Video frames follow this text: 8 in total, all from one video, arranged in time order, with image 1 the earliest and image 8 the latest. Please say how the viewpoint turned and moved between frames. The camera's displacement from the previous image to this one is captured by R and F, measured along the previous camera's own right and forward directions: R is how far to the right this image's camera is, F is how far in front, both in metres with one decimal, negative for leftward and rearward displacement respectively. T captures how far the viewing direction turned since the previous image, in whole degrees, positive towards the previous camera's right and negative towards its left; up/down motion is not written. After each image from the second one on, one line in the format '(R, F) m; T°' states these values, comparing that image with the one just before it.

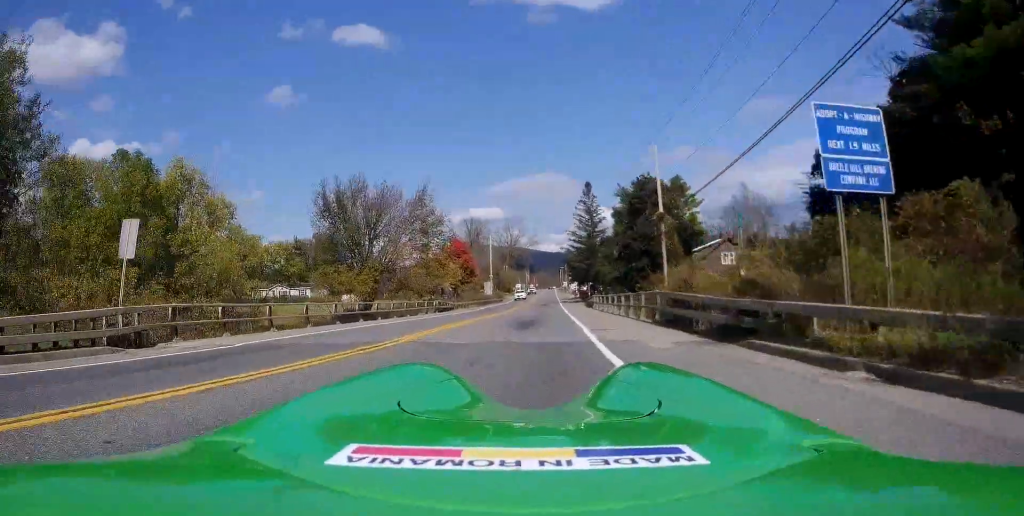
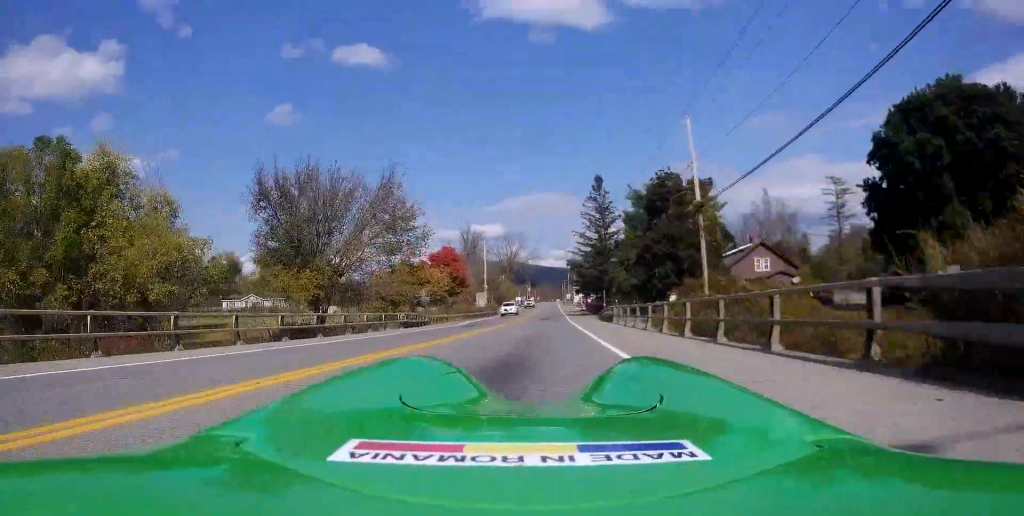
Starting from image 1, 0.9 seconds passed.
(+0.2, +11.3) m; -1°
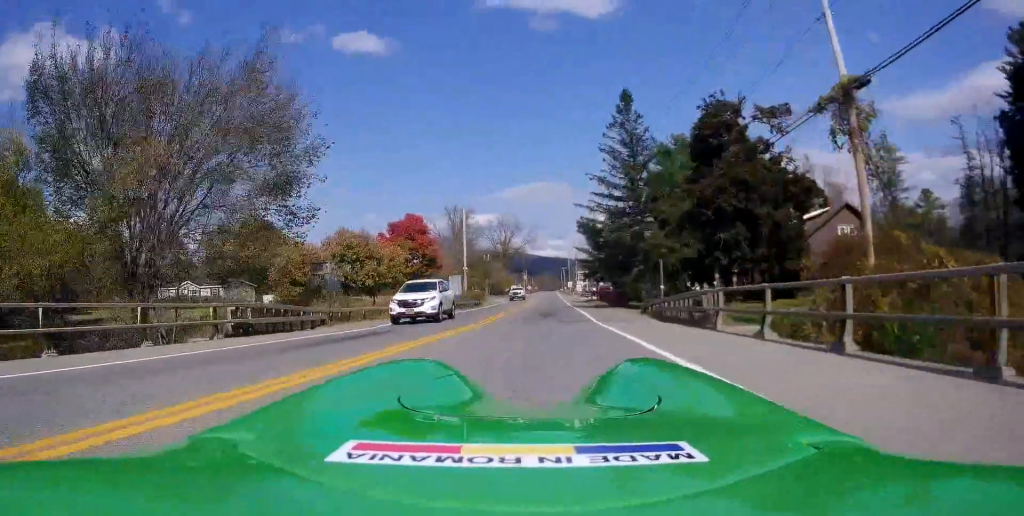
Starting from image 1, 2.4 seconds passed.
(-0.8, +19.6) m; -2°
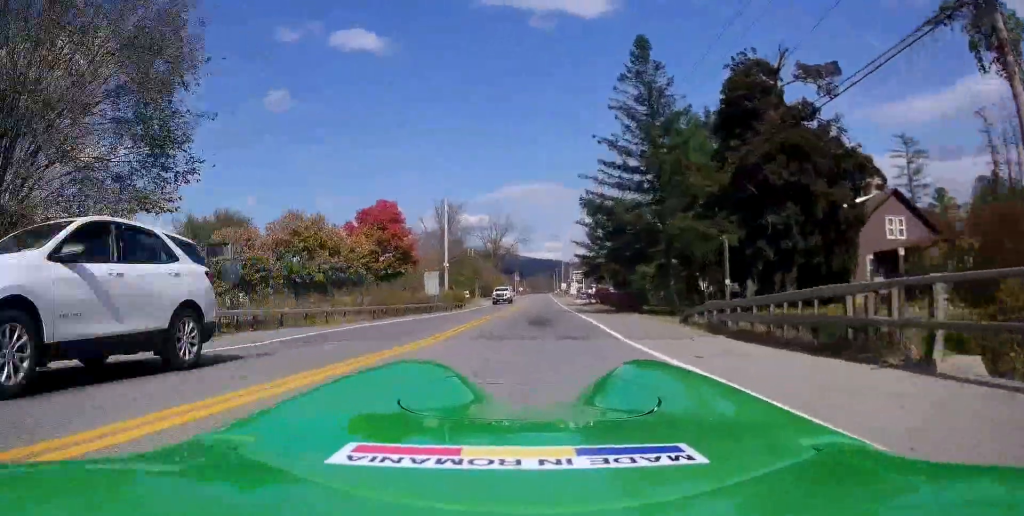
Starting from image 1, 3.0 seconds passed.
(0.0, +8.3) m; +1°
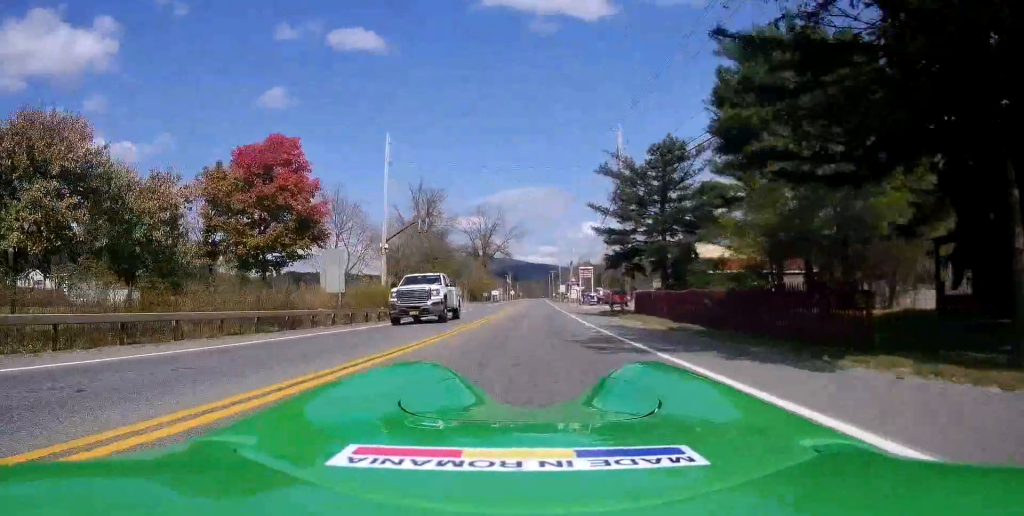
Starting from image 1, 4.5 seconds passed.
(+0.4, +20.9) m; +1°
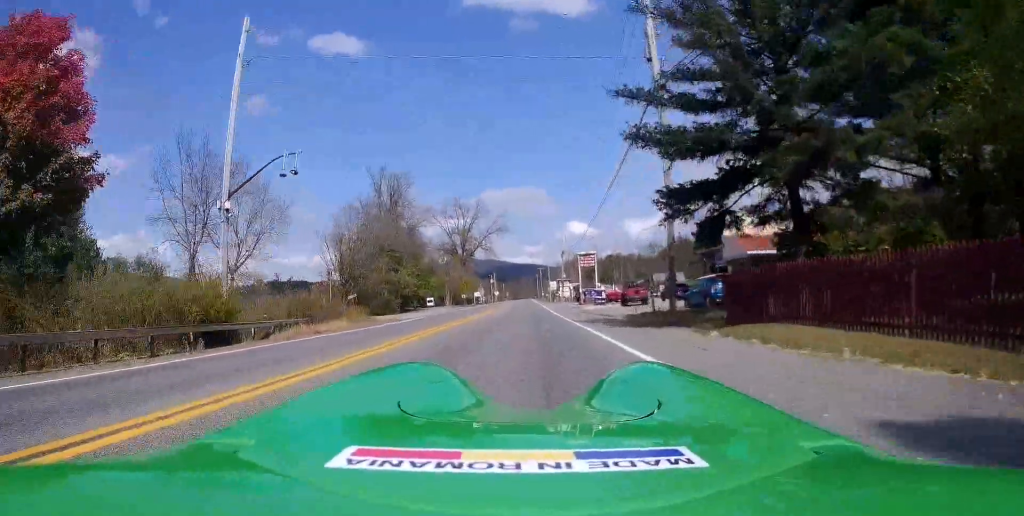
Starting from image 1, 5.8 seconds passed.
(-0.1, +17.8) m; 0°
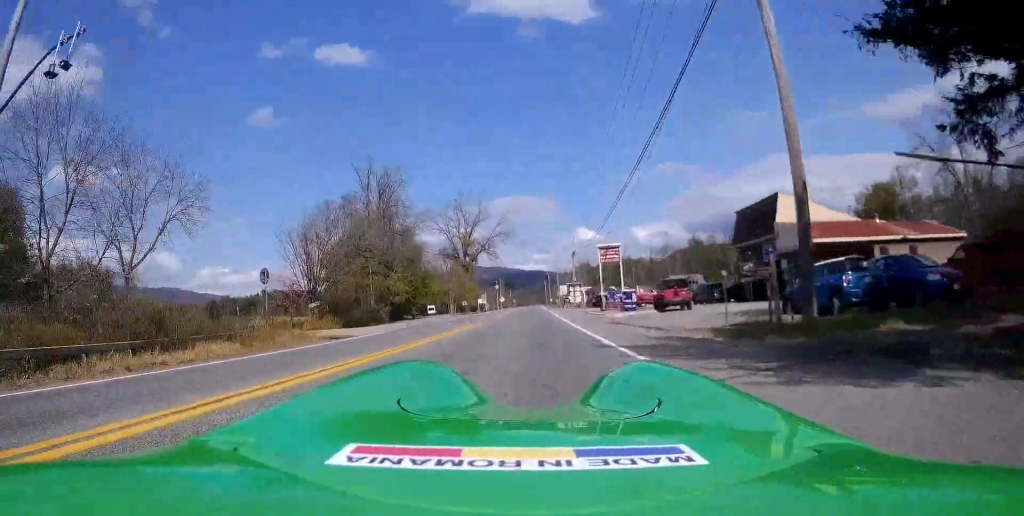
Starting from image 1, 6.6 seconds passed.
(0.0, +10.4) m; +1°
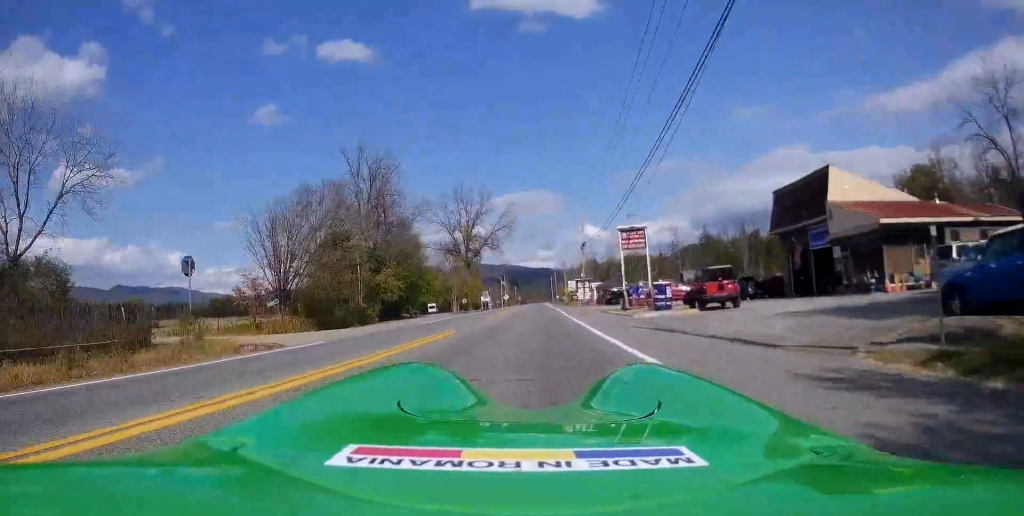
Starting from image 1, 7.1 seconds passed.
(+0.1, +7.4) m; +1°
